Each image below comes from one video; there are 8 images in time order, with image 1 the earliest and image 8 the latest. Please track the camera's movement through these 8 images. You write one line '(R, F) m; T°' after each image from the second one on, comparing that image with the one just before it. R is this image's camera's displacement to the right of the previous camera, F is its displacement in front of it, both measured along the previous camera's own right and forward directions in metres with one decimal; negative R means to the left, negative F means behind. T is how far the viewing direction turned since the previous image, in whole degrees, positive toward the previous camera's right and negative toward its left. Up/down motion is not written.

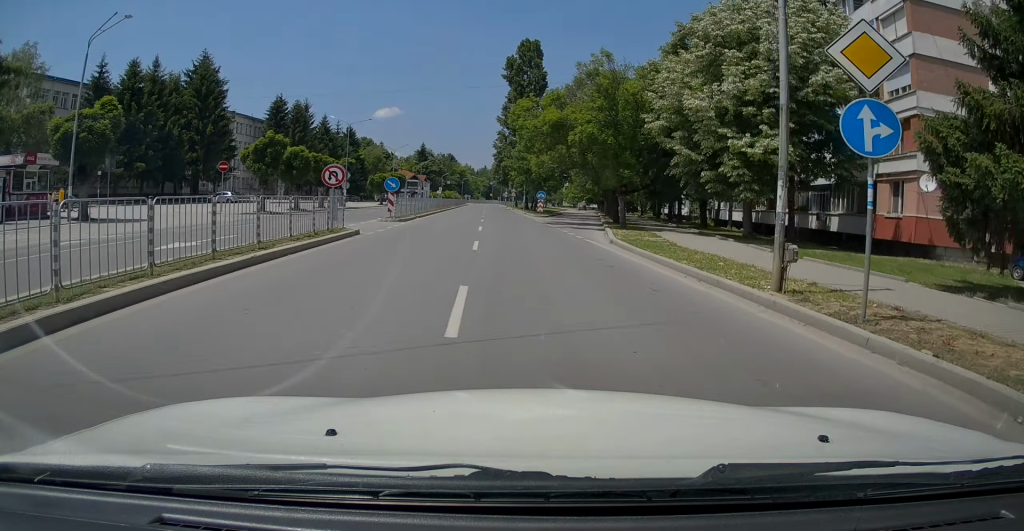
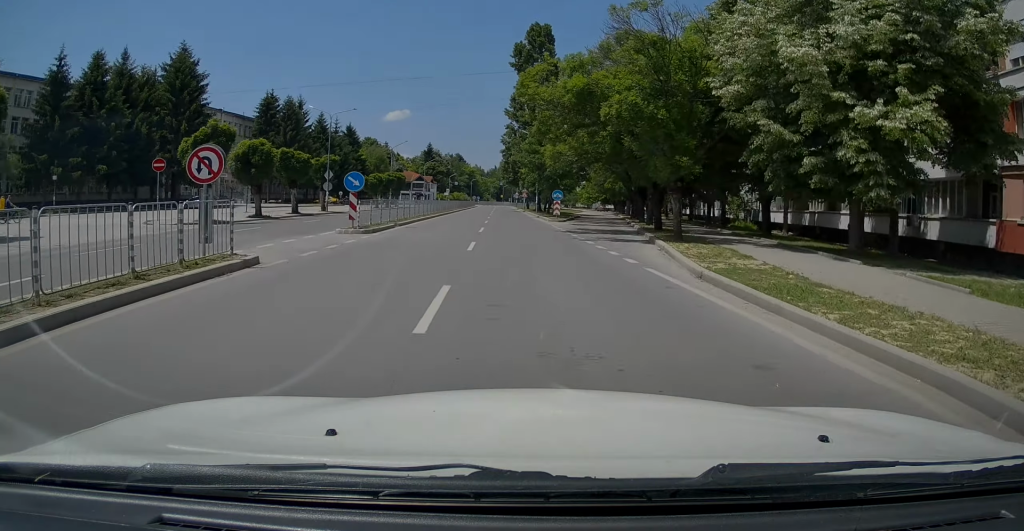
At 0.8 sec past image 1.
(-0.1, +8.6) m; 0°
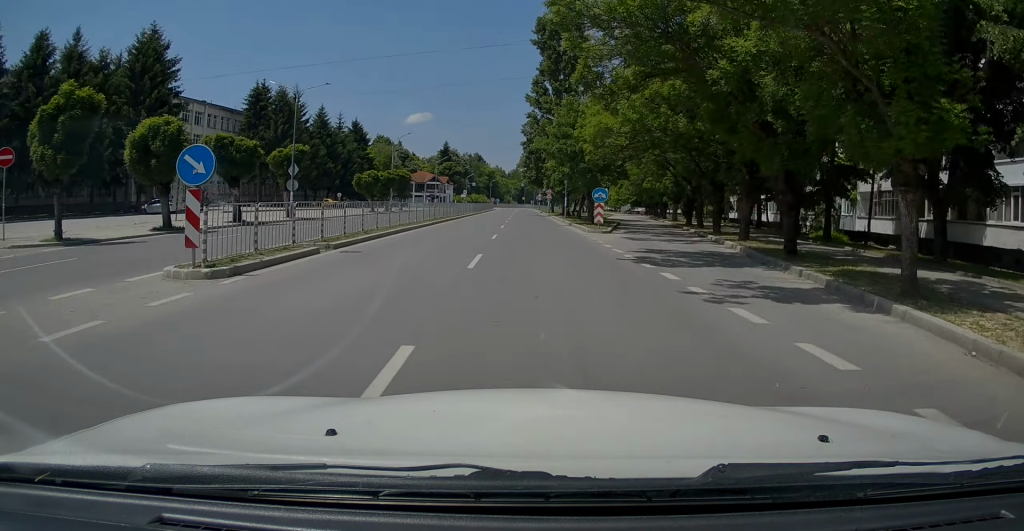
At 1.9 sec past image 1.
(0.0, +12.1) m; -3°
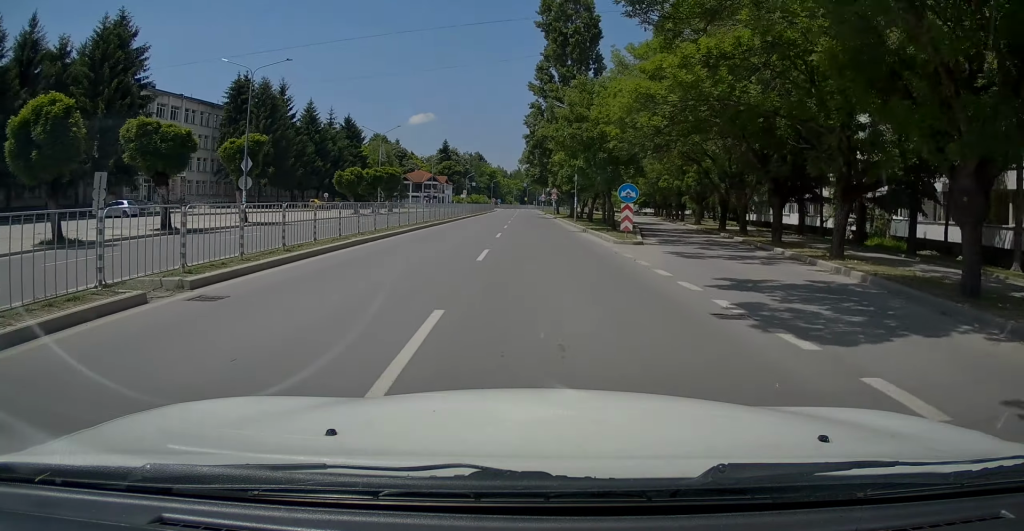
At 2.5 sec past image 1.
(-0.2, +6.9) m; -1°
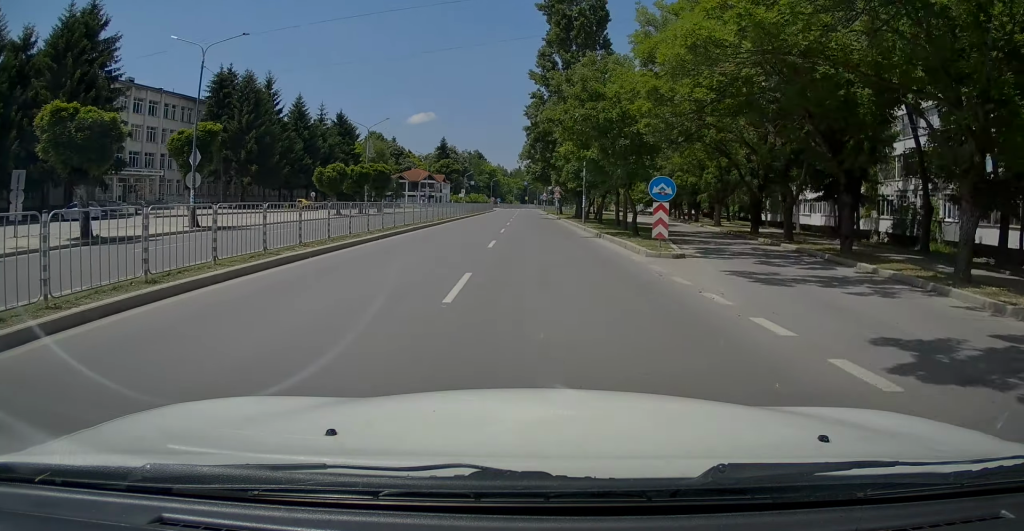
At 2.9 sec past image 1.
(-0.2, +5.1) m; 0°
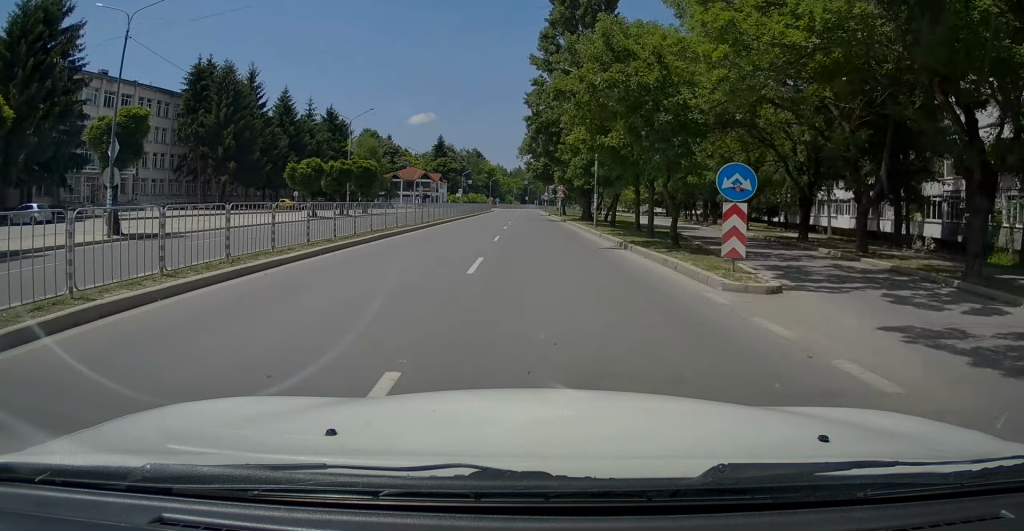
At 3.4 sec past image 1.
(0.0, +5.7) m; 0°
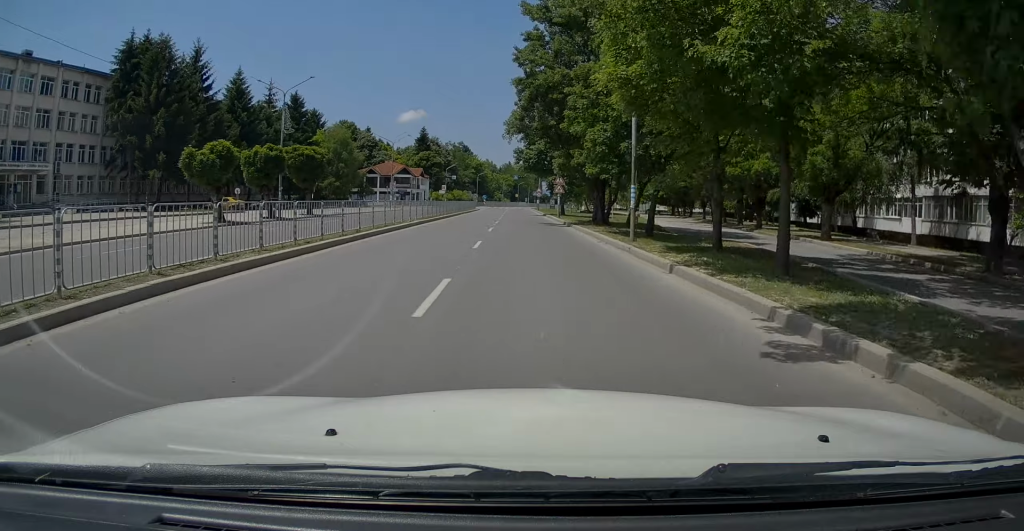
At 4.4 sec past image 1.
(+0.2, +12.4) m; +1°
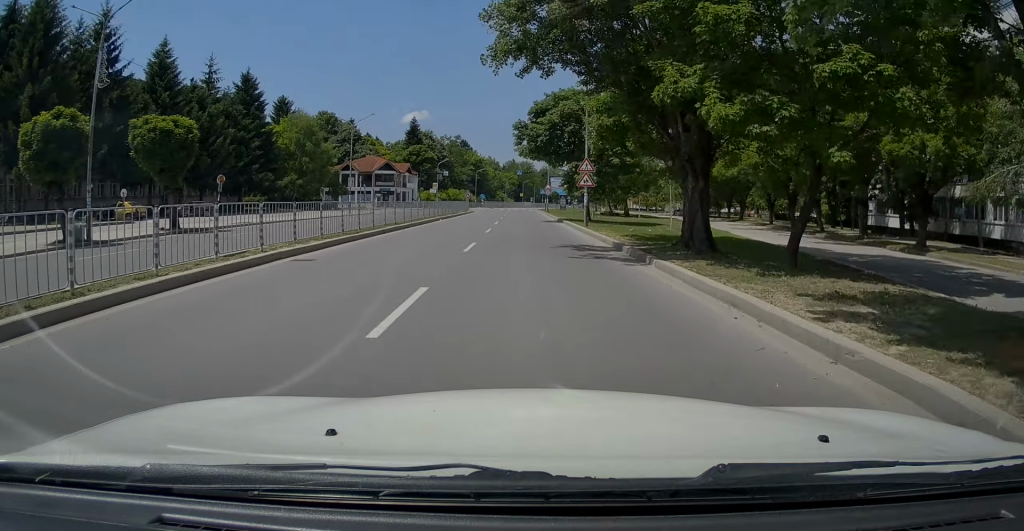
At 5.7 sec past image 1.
(-0.1, +18.4) m; 0°
